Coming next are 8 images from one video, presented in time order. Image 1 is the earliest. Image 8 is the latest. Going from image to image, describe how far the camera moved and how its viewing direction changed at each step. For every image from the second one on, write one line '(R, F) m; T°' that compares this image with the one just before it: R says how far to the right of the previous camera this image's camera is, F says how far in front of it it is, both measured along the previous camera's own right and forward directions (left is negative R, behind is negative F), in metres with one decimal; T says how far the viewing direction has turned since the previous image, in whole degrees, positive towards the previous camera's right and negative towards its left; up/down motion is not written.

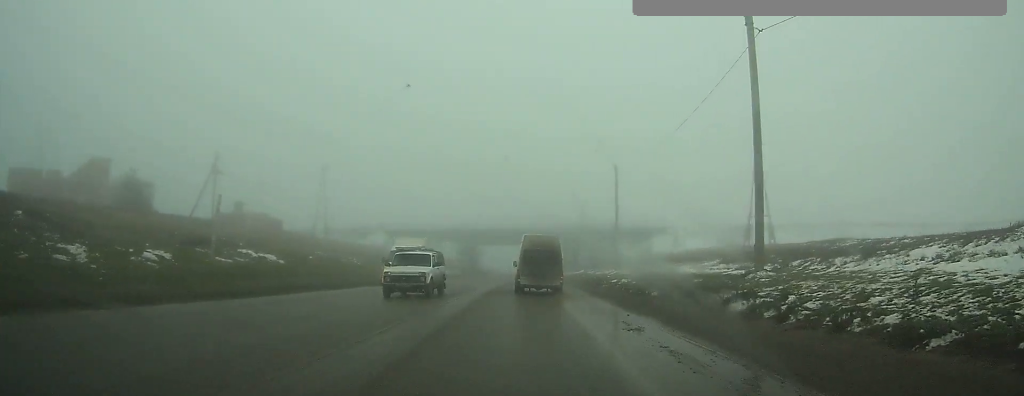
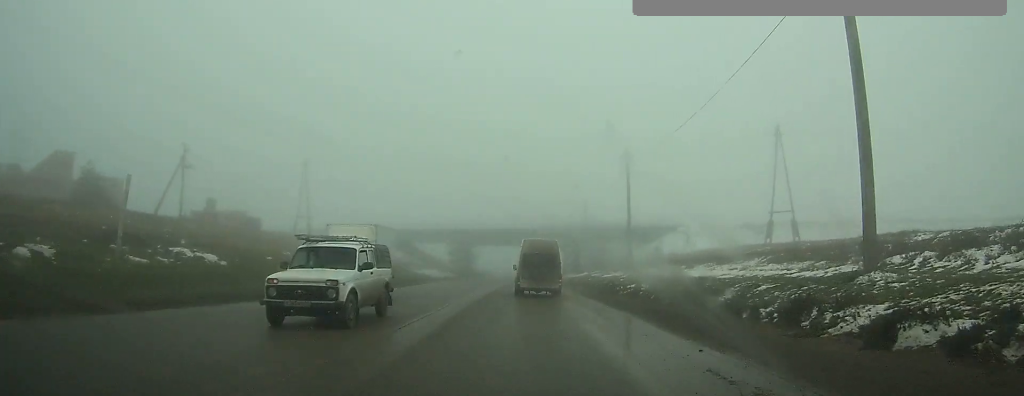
(+0.1, +6.2) m; 0°
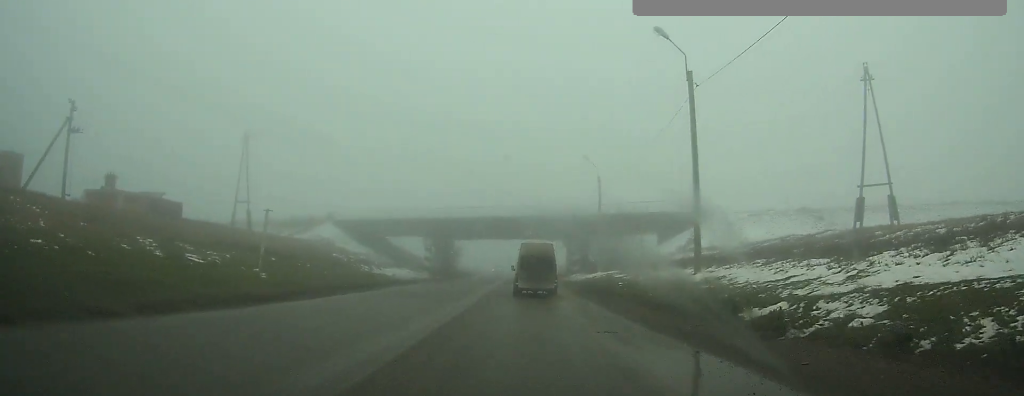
(+0.1, +15.2) m; 0°
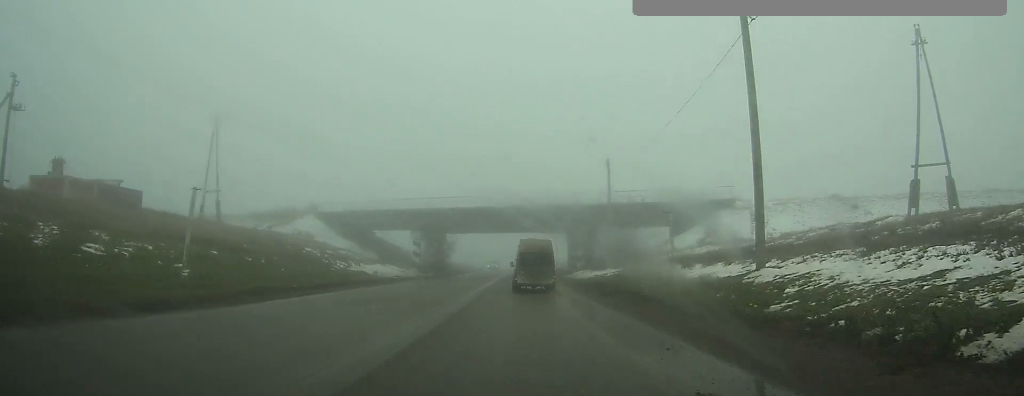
(0.0, +5.2) m; 0°
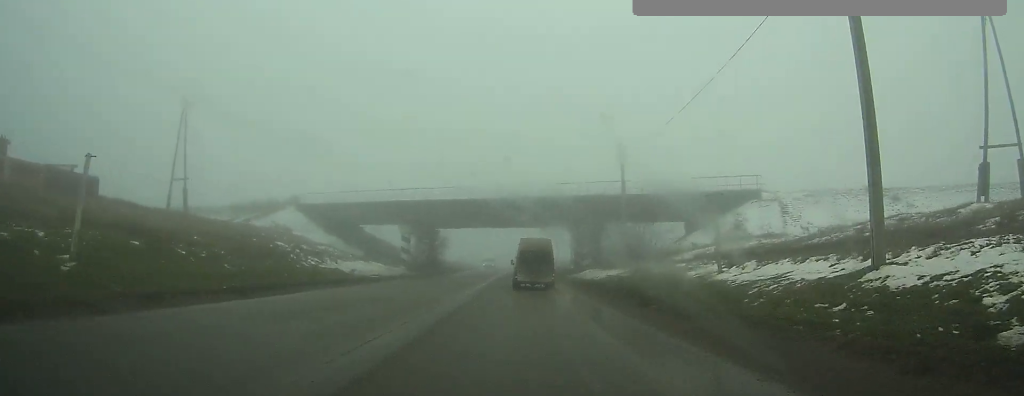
(0.0, +4.4) m; 0°
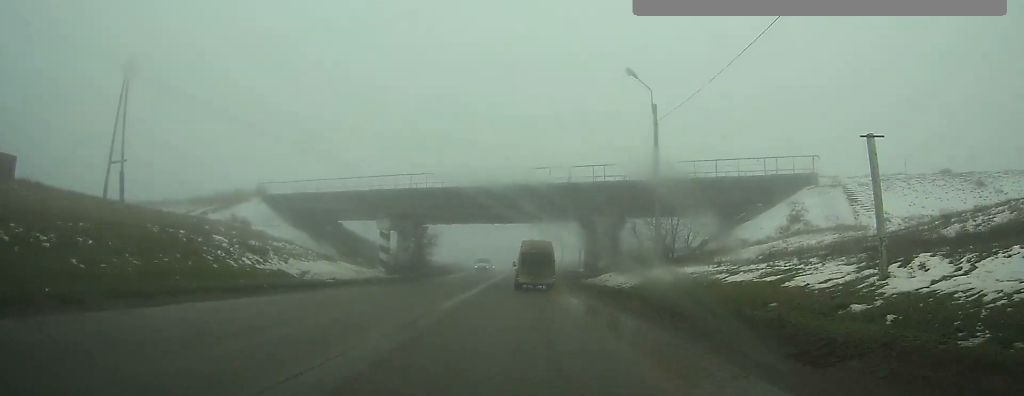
(0.0, +6.7) m; 0°
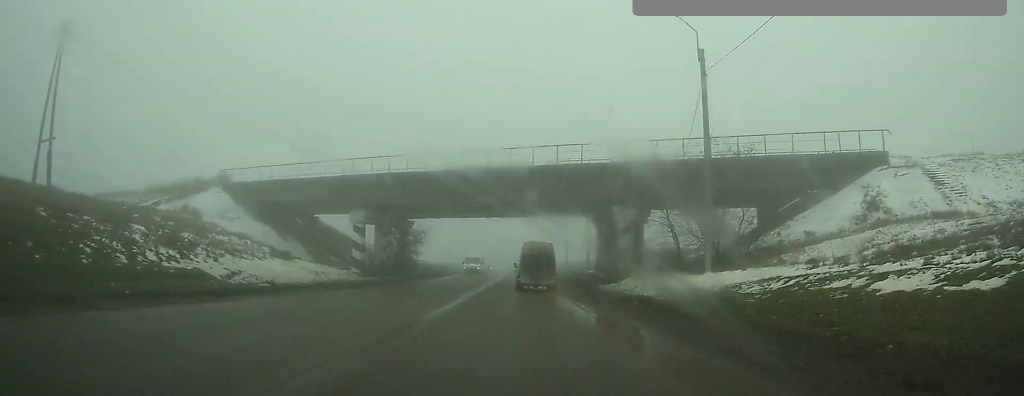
(0.0, +5.7) m; 0°
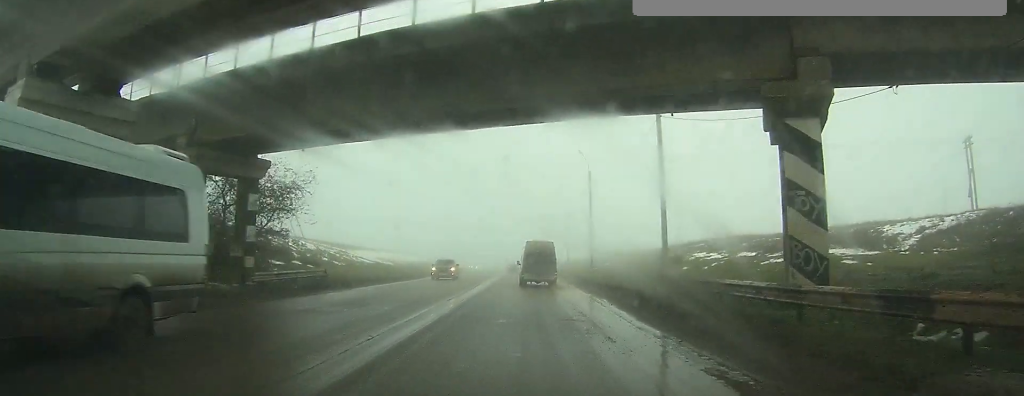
(+0.1, +26.2) m; 0°
